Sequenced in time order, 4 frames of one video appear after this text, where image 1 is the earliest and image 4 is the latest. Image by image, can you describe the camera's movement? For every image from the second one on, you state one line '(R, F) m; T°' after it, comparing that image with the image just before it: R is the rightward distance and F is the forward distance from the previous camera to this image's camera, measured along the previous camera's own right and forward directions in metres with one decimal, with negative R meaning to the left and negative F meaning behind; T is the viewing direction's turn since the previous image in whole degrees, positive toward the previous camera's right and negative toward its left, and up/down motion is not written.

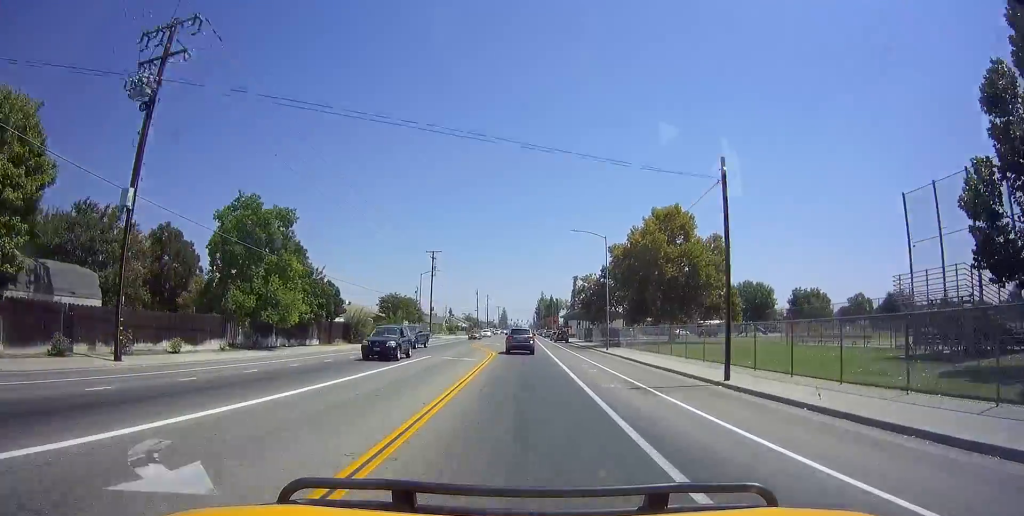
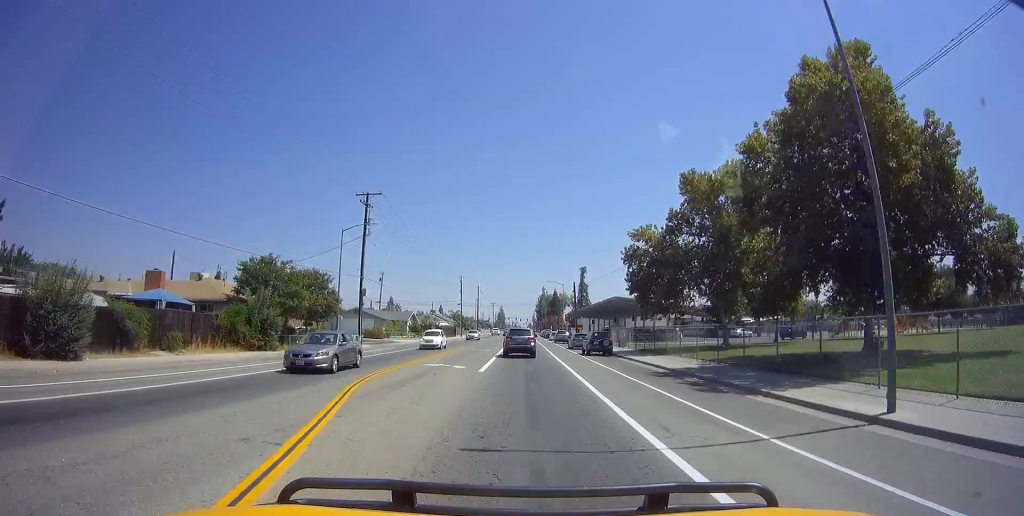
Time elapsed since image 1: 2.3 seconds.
(0.0, +34.5) m; 0°
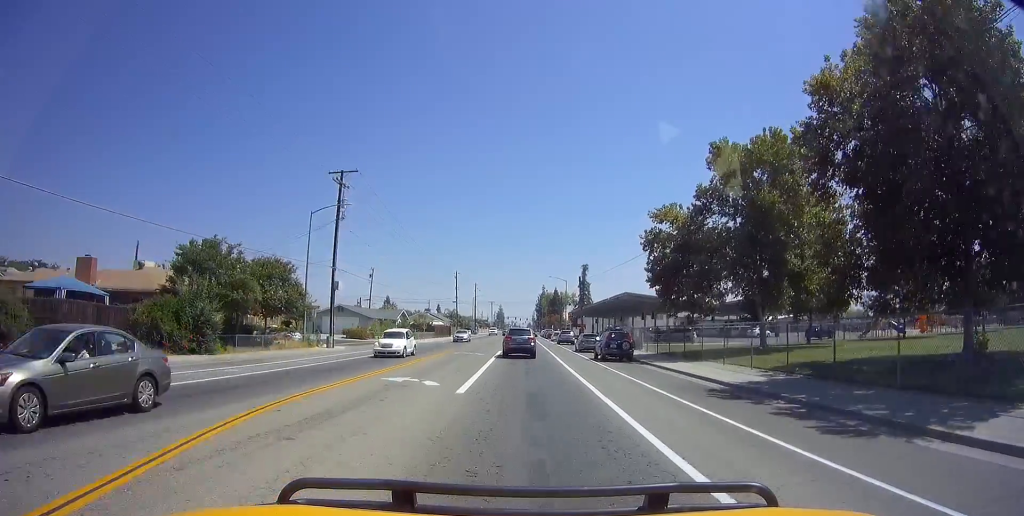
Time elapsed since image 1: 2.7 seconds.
(0.0, +6.9) m; 0°
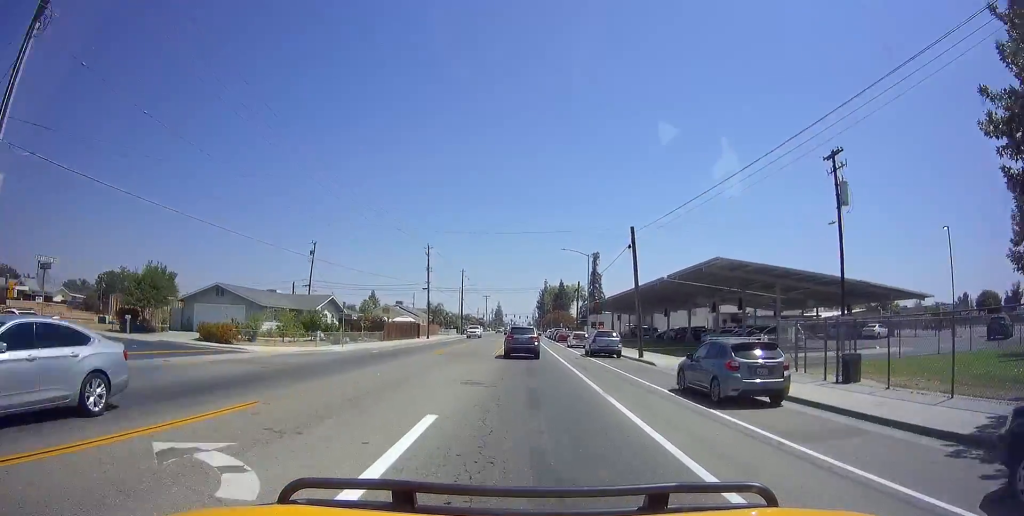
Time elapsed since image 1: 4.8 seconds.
(-0.3, +29.1) m; -1°
